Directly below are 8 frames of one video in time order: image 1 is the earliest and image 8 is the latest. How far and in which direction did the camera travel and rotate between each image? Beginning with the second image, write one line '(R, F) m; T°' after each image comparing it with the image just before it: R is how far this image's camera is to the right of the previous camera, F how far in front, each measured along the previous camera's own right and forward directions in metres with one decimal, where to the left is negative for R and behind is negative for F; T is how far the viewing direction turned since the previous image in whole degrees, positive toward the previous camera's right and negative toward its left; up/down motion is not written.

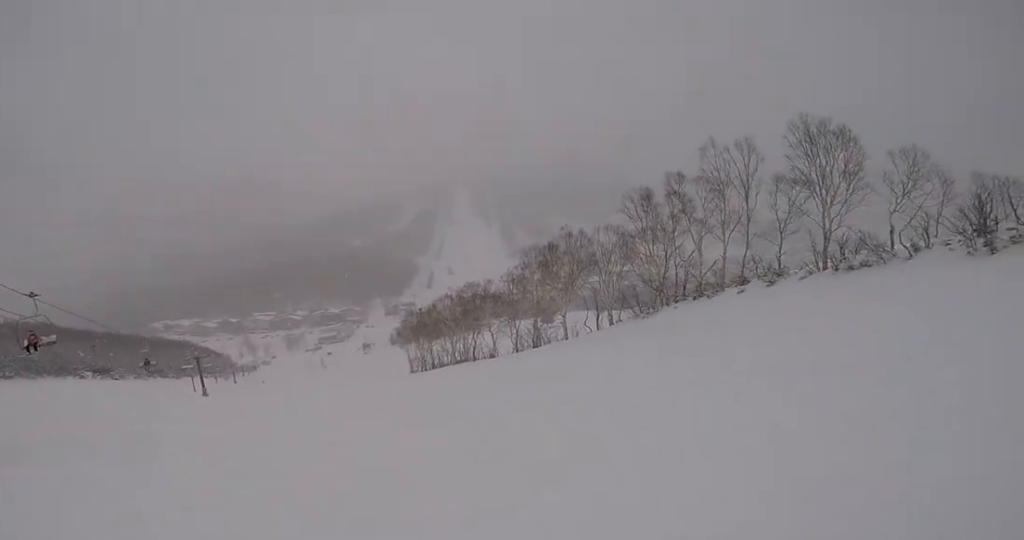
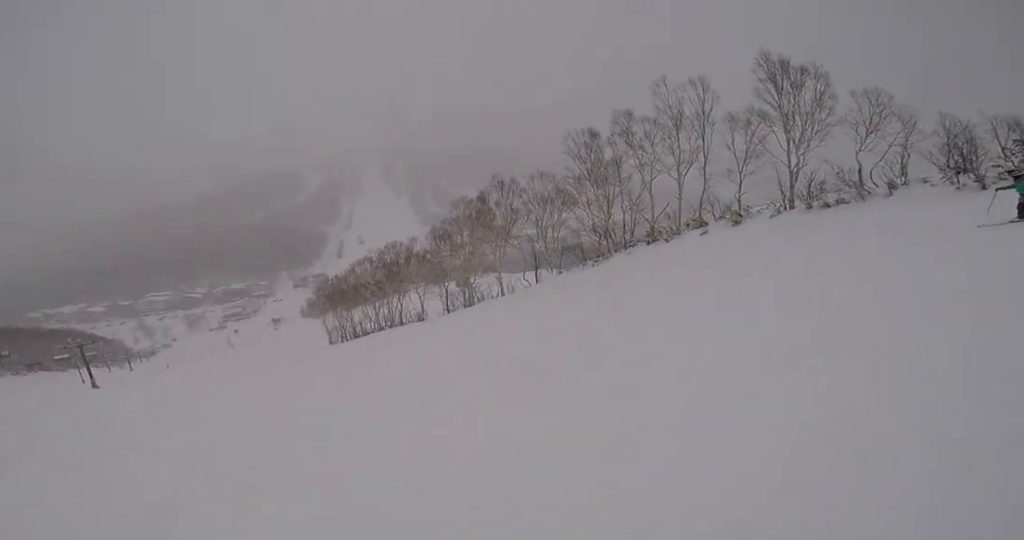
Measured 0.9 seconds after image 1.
(+1.0, +4.3) m; +9°
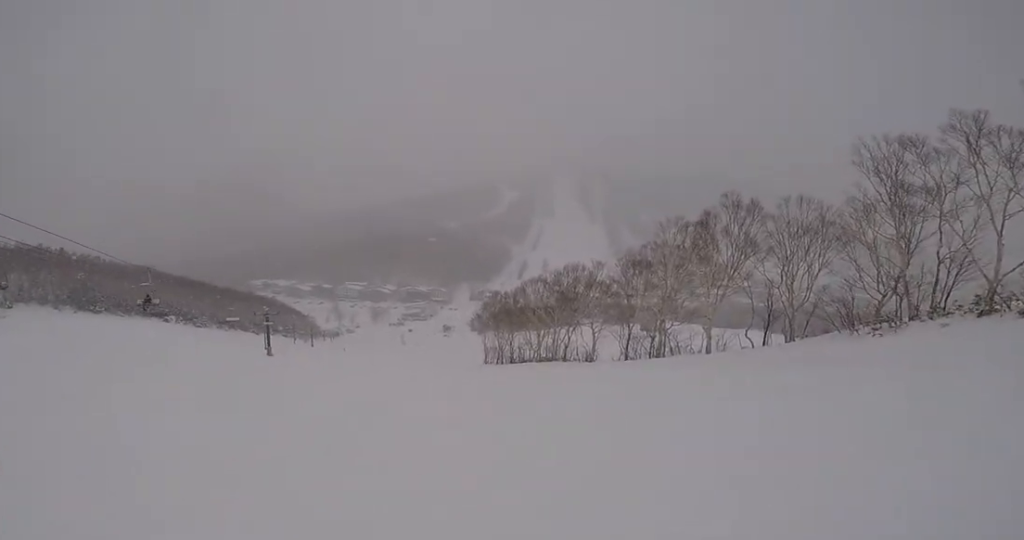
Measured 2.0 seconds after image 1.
(-0.7, +5.7) m; -19°
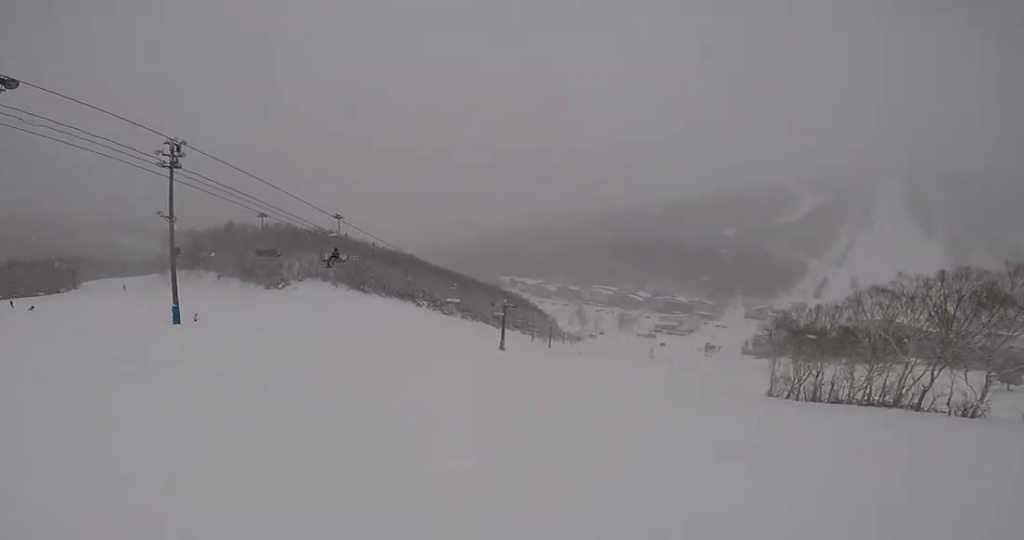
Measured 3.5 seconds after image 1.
(-1.7, +7.0) m; -26°
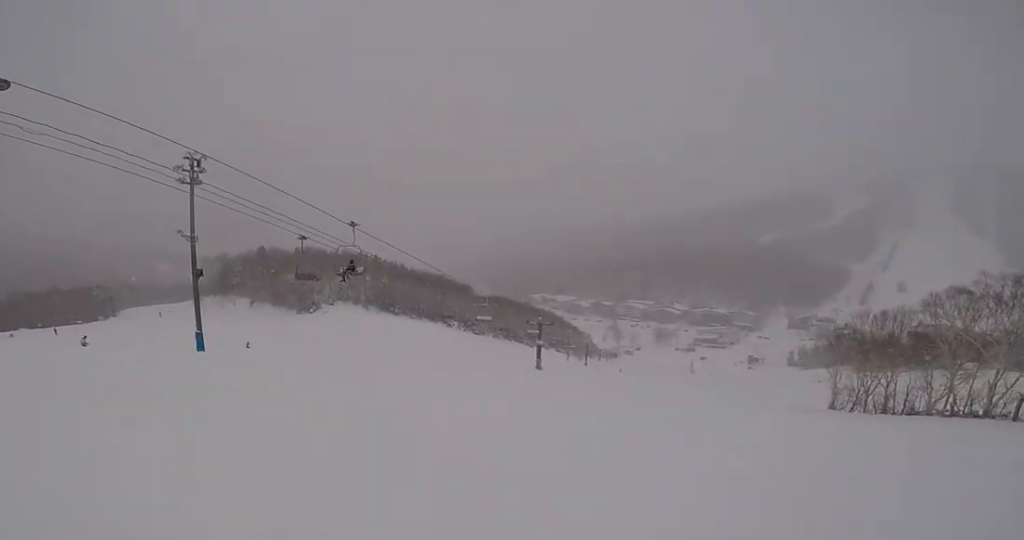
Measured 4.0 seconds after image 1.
(-0.4, +2.4) m; +4°
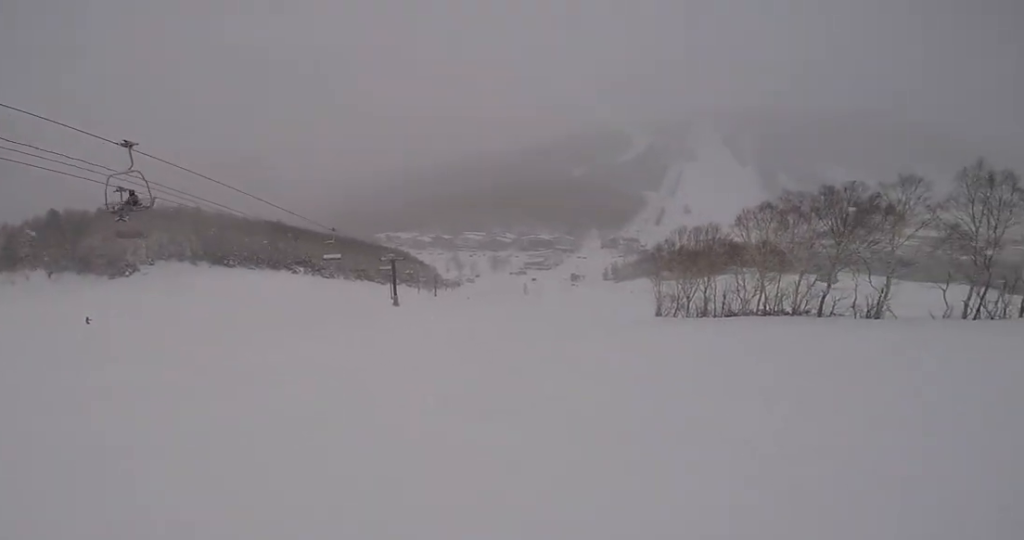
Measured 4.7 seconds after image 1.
(-0.2, +3.2) m; +10°
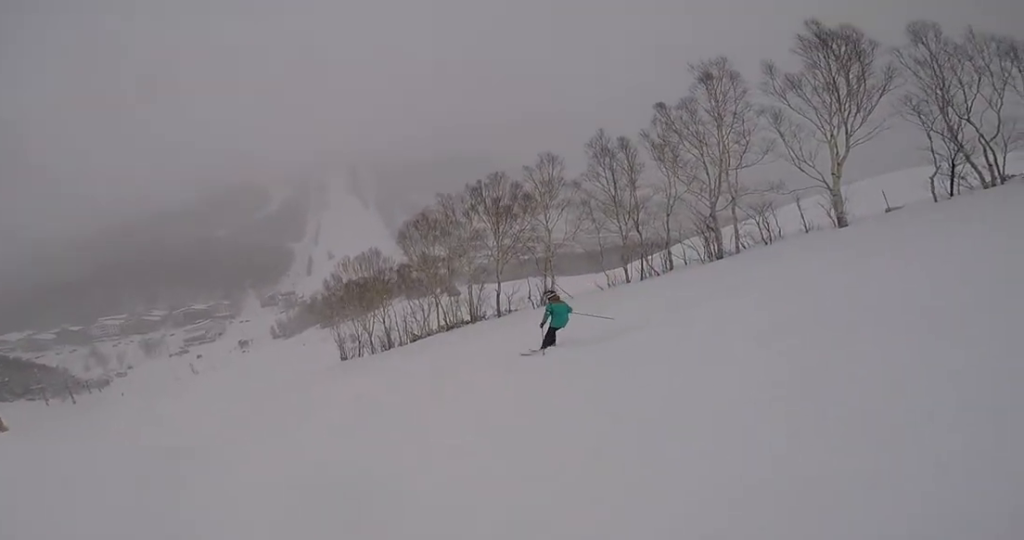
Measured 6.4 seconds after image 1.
(+4.2, +8.3) m; +47°
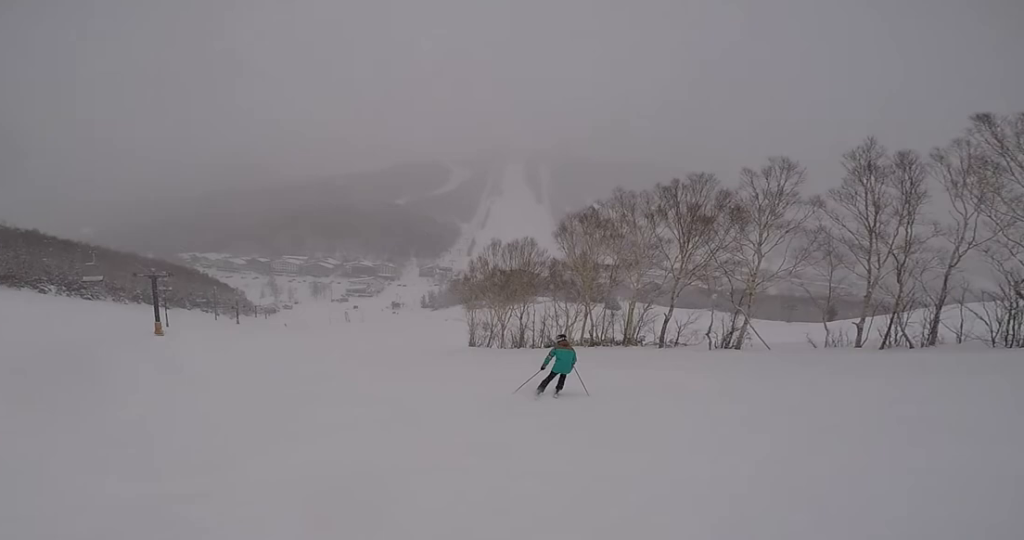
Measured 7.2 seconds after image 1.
(+0.6, +4.5) m; -8°
